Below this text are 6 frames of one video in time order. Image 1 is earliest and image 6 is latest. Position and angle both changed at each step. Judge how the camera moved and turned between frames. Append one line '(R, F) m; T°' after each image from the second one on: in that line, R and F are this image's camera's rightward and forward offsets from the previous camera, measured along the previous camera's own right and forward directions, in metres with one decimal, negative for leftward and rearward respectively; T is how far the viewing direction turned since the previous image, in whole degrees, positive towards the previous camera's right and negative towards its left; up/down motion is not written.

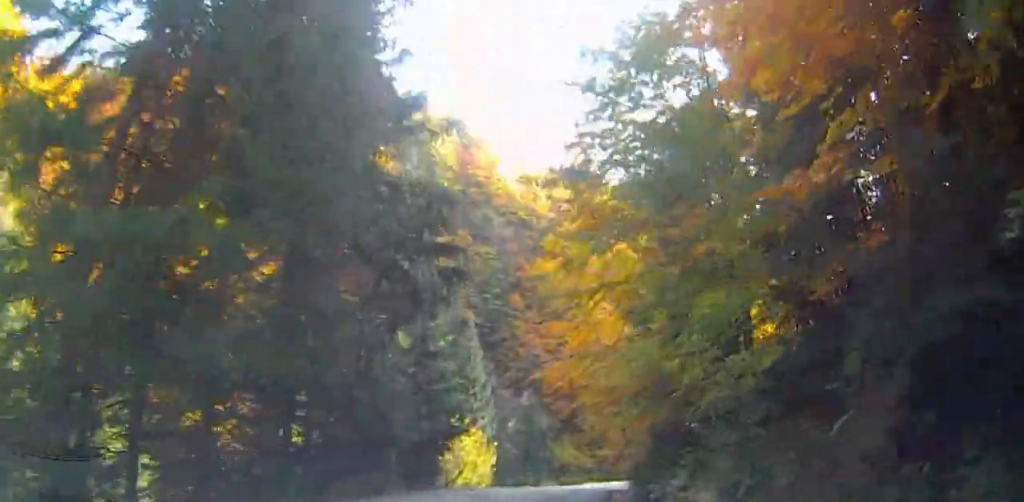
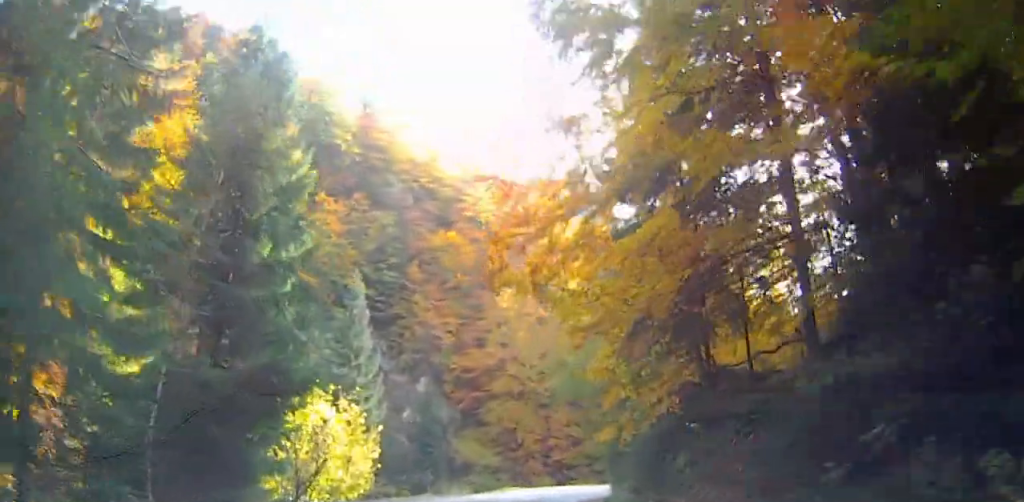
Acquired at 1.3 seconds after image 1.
(-0.3, +15.0) m; -1°
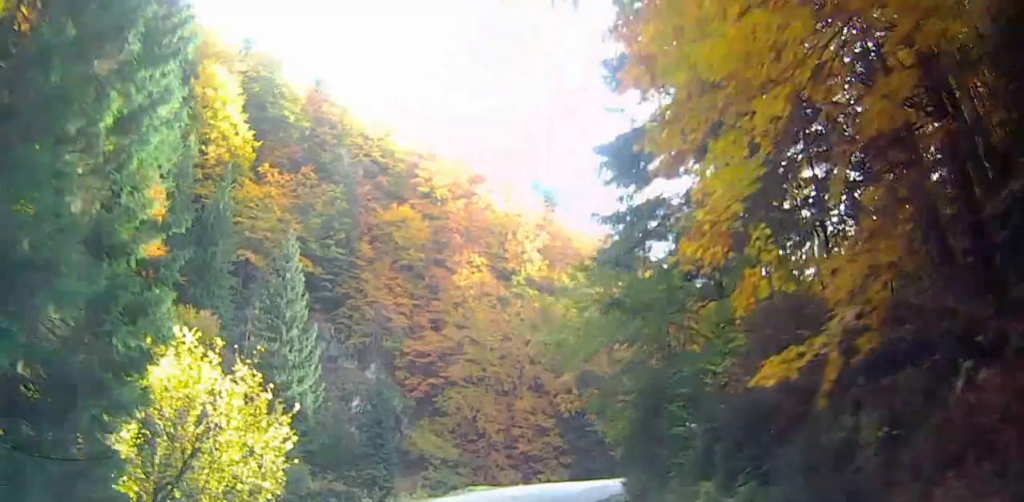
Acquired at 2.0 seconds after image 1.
(-0.1, +8.4) m; +1°
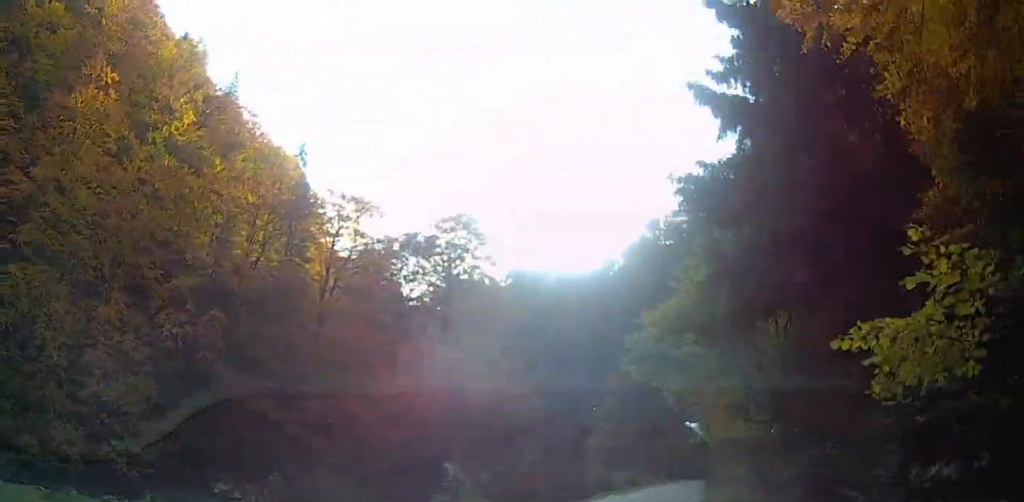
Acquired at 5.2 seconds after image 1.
(+13.8, +37.0) m; +47°
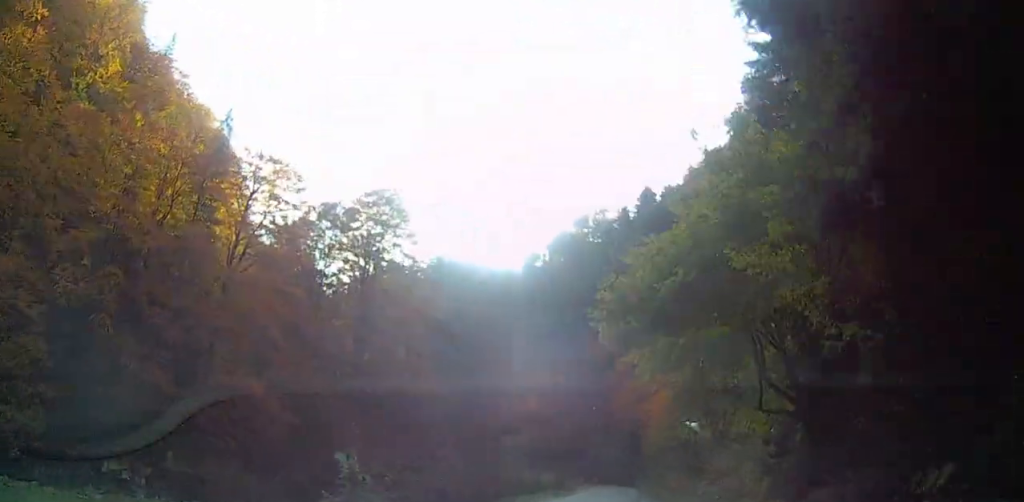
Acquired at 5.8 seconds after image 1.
(+0.2, +6.9) m; +8°
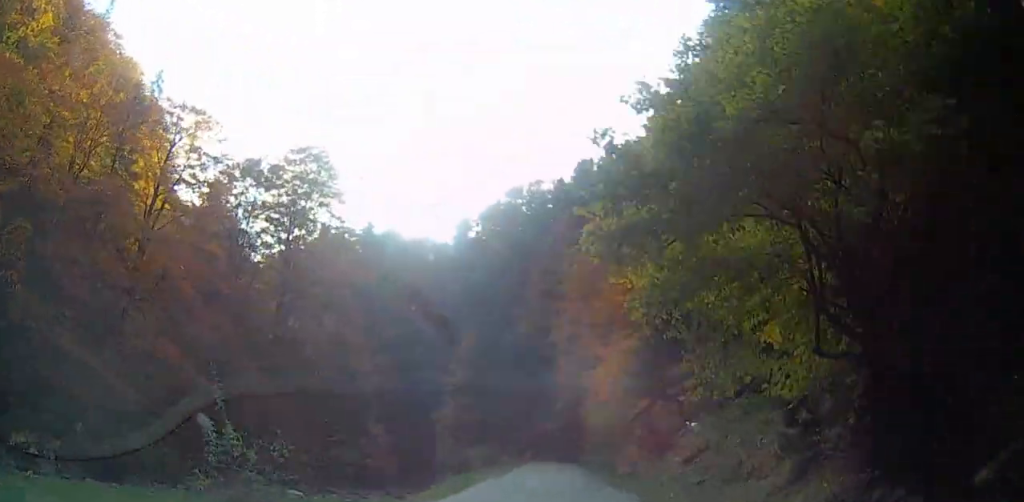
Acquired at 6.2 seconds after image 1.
(+0.4, +5.4) m; +4°
